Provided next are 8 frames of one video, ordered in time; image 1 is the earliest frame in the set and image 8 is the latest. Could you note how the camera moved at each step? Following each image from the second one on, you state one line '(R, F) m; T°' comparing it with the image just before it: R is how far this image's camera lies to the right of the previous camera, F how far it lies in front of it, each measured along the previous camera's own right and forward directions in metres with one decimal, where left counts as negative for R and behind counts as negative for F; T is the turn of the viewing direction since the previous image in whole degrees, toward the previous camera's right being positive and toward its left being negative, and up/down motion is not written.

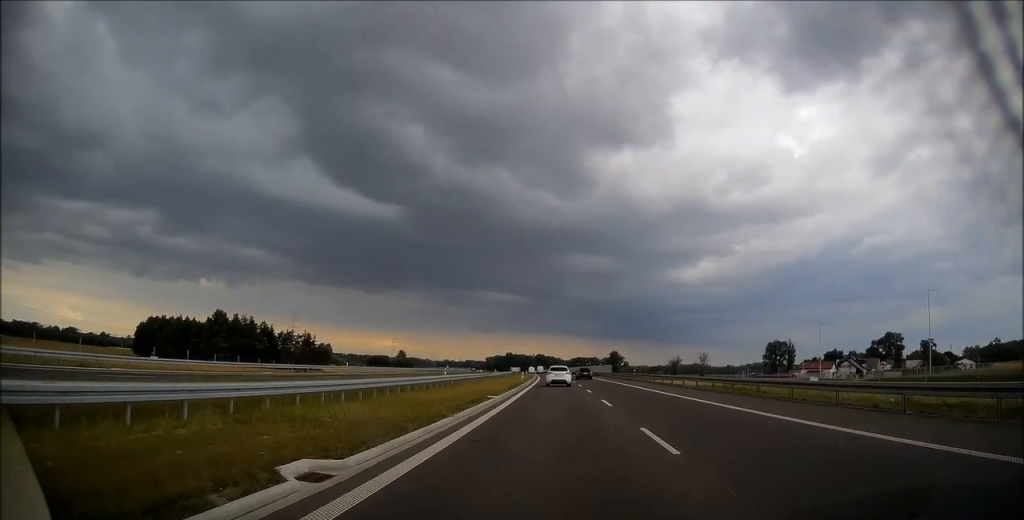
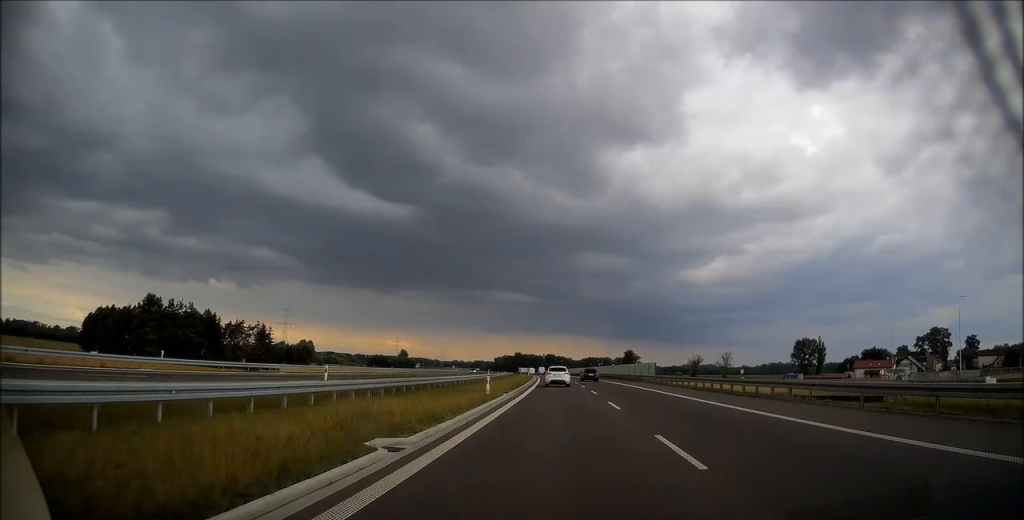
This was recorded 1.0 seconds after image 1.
(-0.2, +37.1) m; -1°
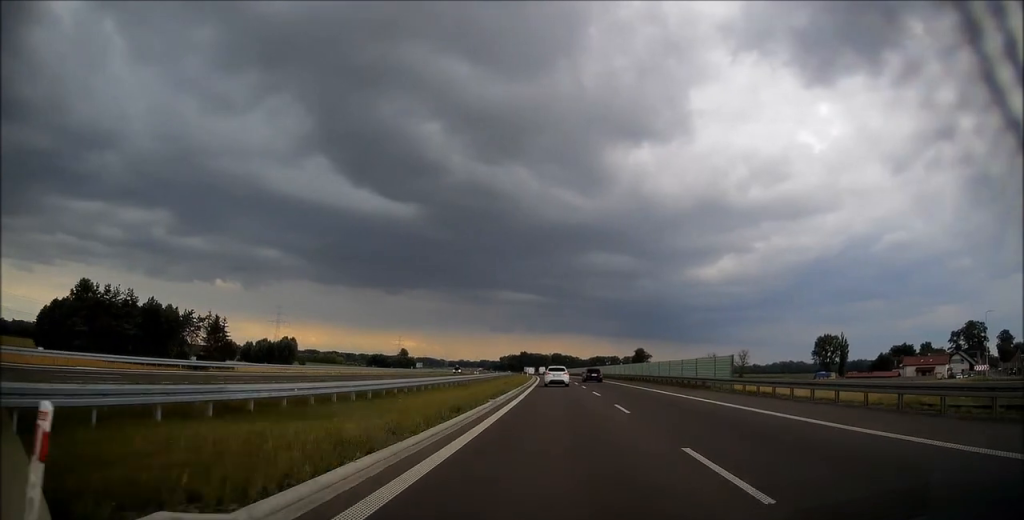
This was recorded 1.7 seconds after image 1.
(-0.2, +26.0) m; -1°
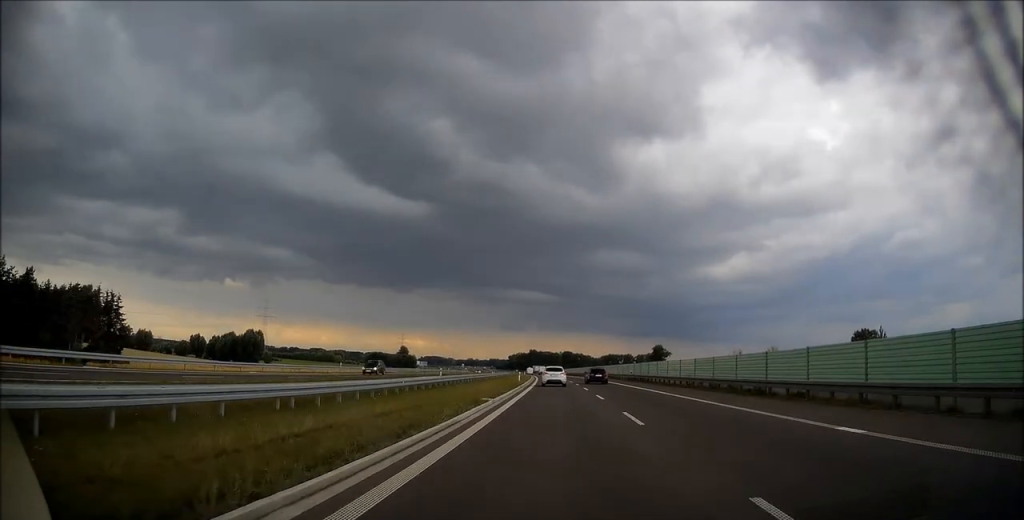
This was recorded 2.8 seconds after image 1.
(-0.5, +39.8) m; -1°
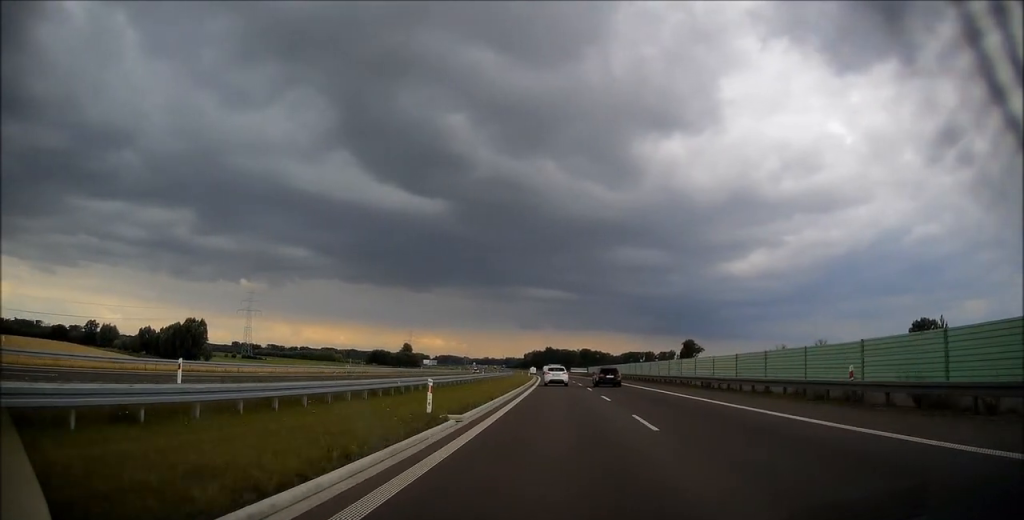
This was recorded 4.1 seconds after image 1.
(-0.6, +49.5) m; -1°
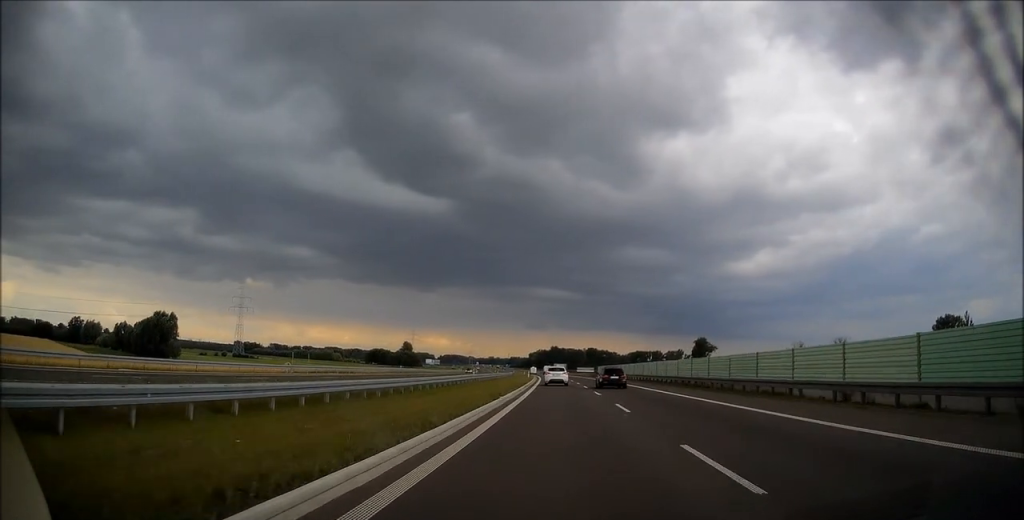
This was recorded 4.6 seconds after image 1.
(0.0, +18.5) m; 0°
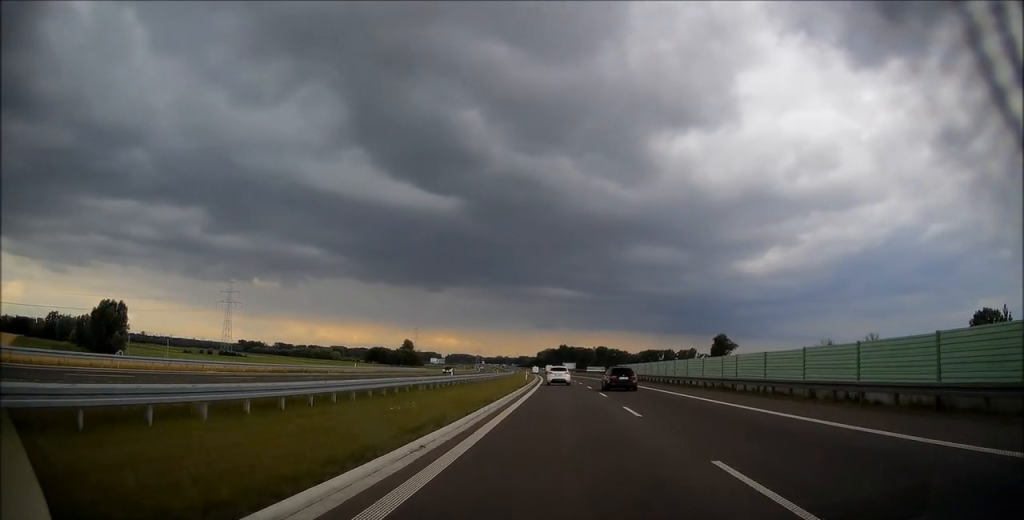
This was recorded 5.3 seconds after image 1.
(-0.2, +25.7) m; -1°
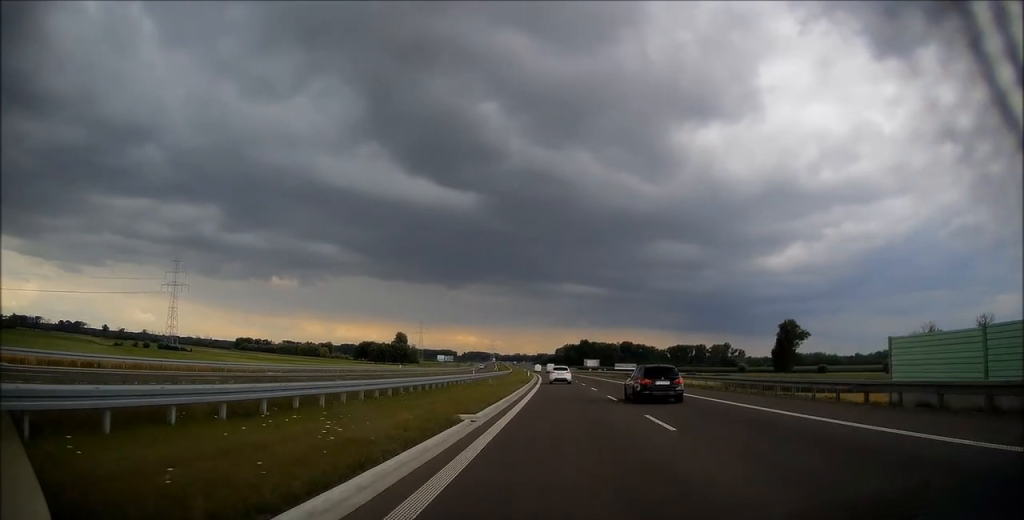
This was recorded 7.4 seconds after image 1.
(-1.6, +75.6) m; -2°
